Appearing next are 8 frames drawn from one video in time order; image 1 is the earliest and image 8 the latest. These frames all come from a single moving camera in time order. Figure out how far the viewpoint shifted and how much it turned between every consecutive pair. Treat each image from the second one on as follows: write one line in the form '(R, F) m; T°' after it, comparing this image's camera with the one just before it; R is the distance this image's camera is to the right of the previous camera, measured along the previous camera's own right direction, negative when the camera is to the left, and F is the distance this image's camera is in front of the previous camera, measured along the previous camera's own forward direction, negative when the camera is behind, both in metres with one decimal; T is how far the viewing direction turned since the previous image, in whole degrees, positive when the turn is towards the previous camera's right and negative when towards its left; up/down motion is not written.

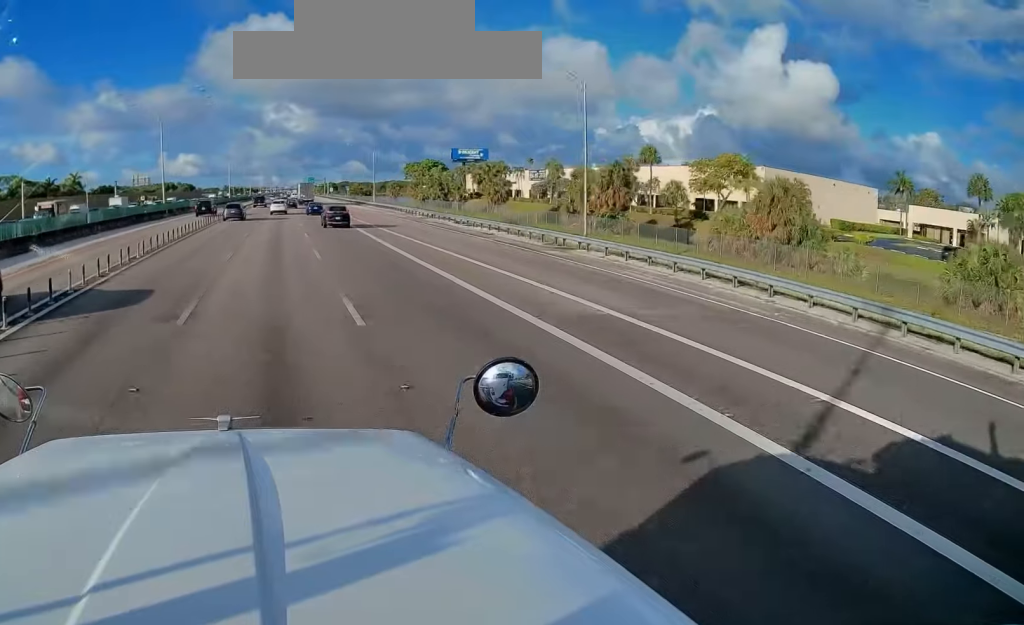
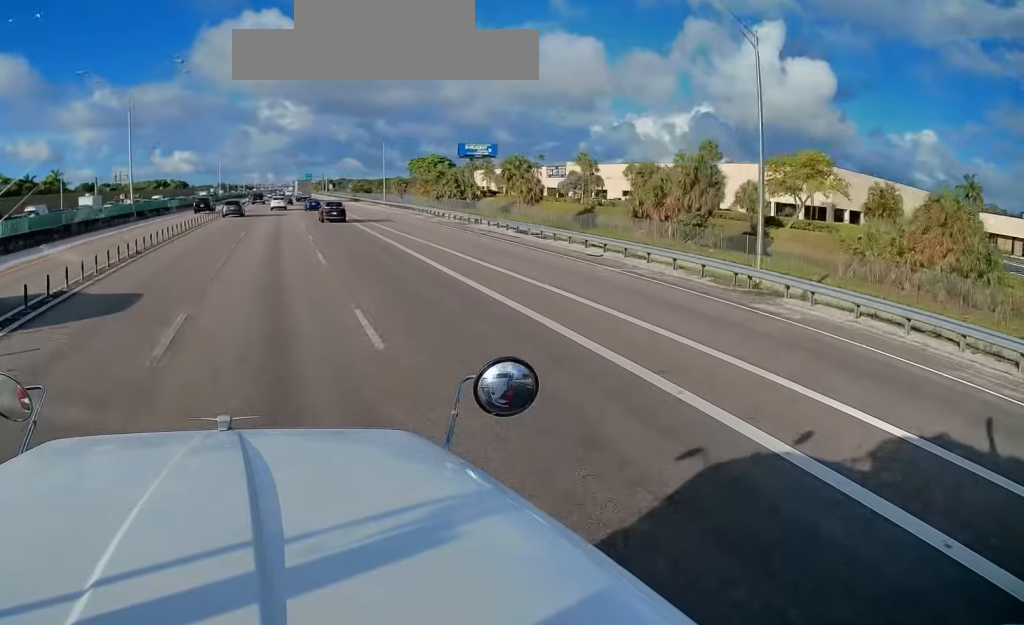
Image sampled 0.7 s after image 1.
(0.0, +16.7) m; 0°
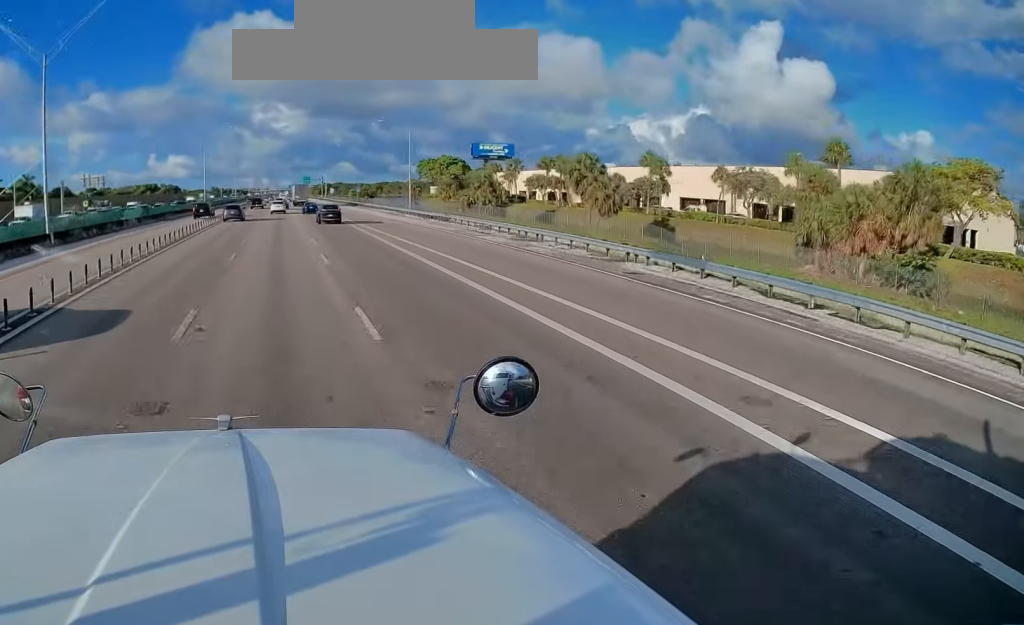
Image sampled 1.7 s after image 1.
(0.0, +24.2) m; 0°
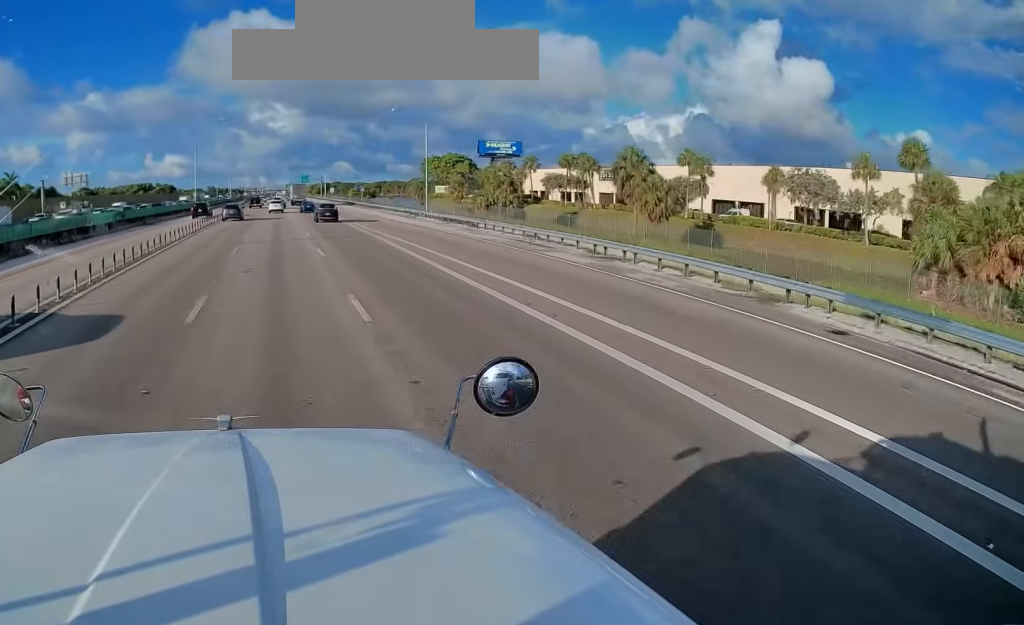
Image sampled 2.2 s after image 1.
(0.0, +11.3) m; 0°
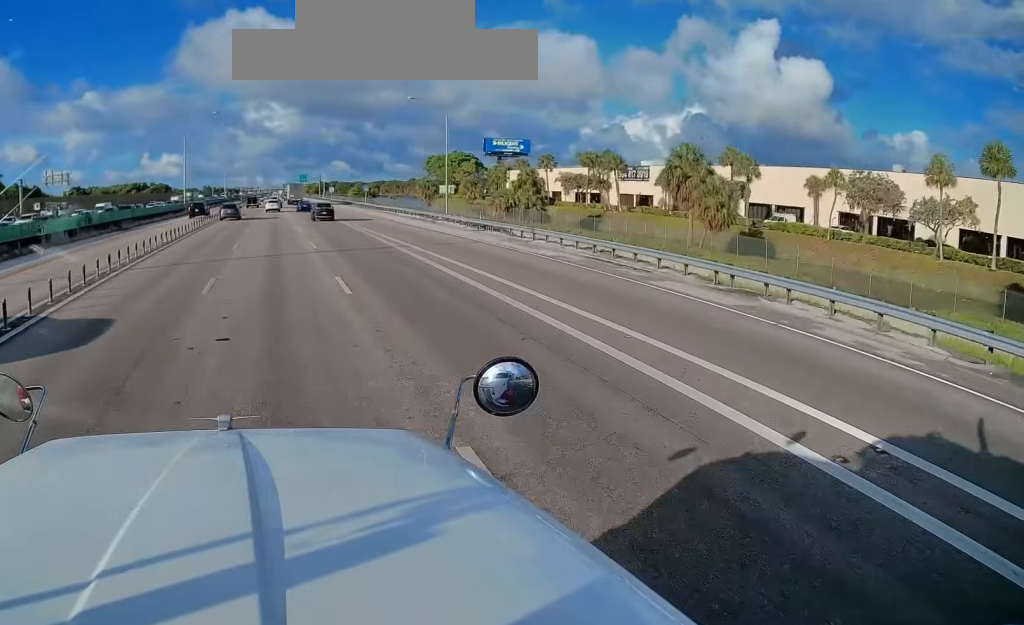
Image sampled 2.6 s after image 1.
(0.0, +11.5) m; 0°
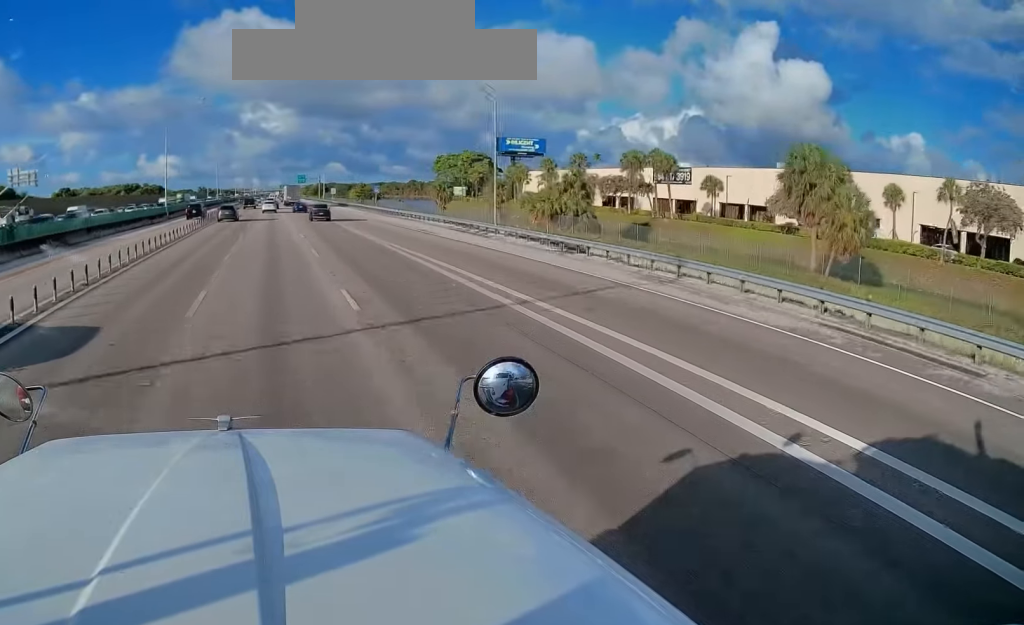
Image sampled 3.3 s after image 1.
(0.0, +17.4) m; 0°
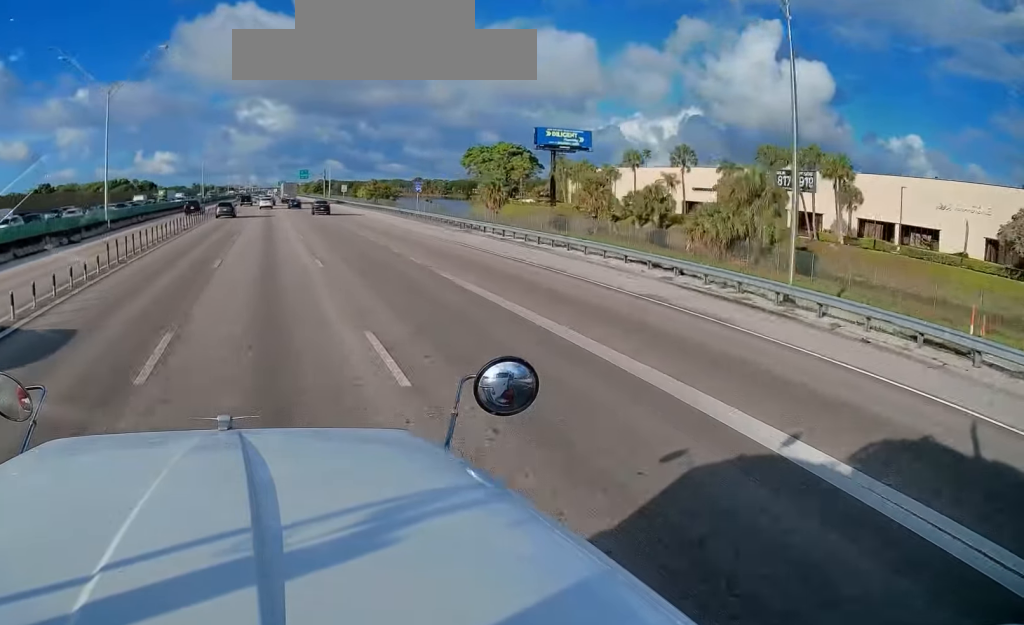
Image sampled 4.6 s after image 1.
(+0.3, +33.0) m; +1°
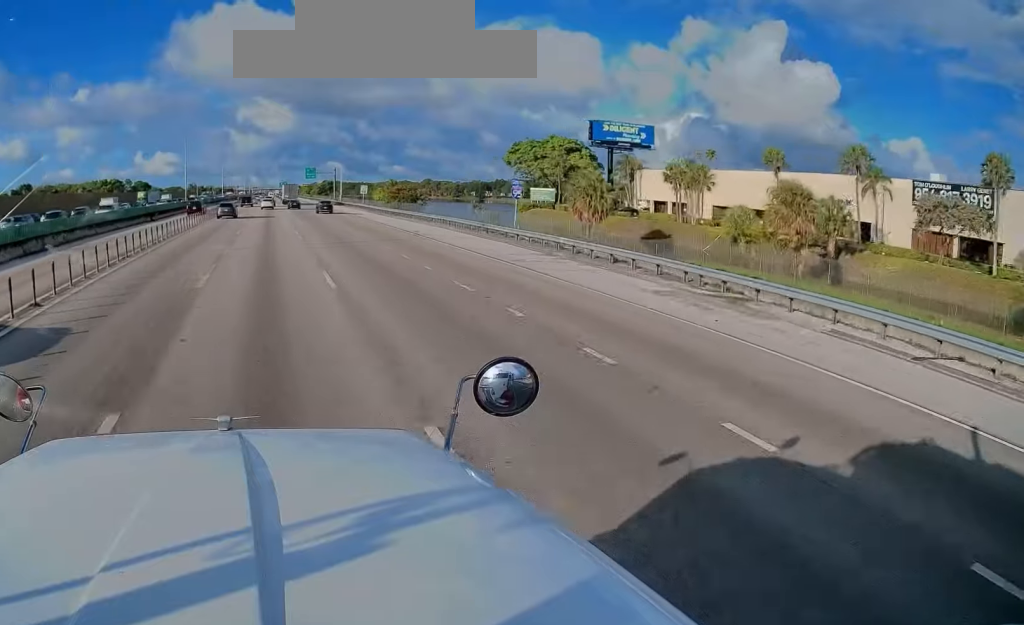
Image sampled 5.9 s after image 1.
(0.0, +31.4) m; 0°
